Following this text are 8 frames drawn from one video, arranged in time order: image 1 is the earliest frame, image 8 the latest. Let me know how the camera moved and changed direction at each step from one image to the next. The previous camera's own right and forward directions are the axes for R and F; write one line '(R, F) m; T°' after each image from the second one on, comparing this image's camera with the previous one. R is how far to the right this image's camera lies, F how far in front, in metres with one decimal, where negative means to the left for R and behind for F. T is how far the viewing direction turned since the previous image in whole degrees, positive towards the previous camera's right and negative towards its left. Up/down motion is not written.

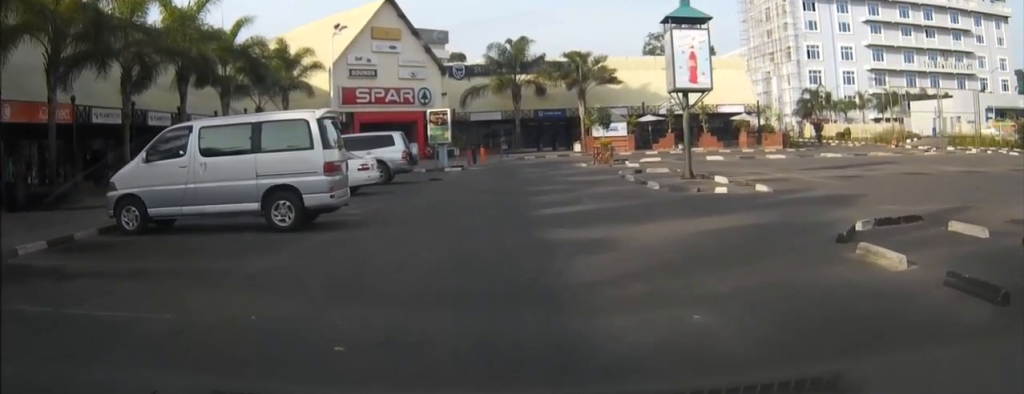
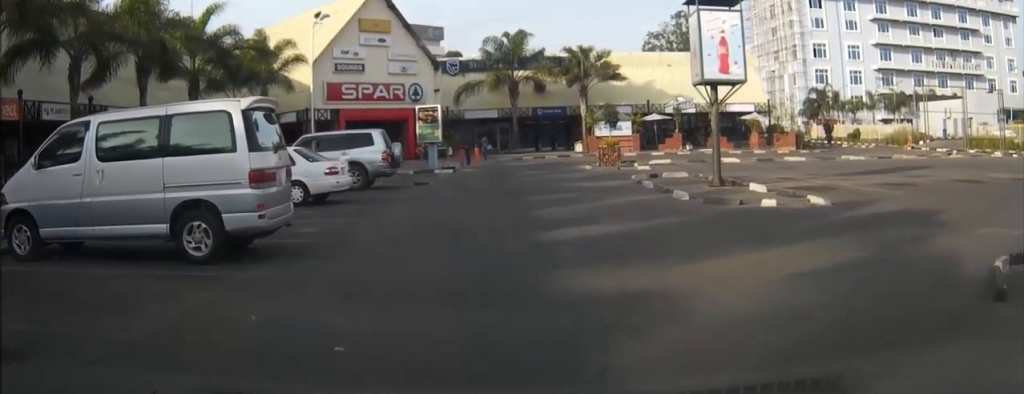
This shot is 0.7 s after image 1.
(0.0, +3.5) m; -1°
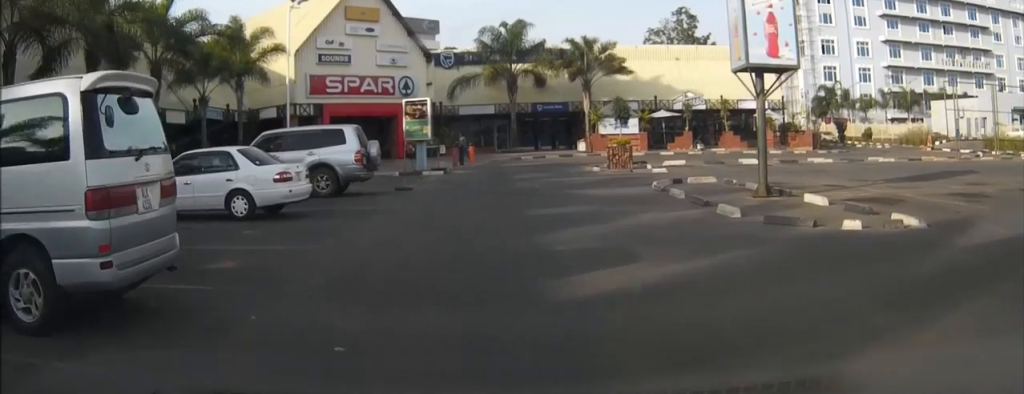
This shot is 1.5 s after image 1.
(-0.1, +3.8) m; 0°
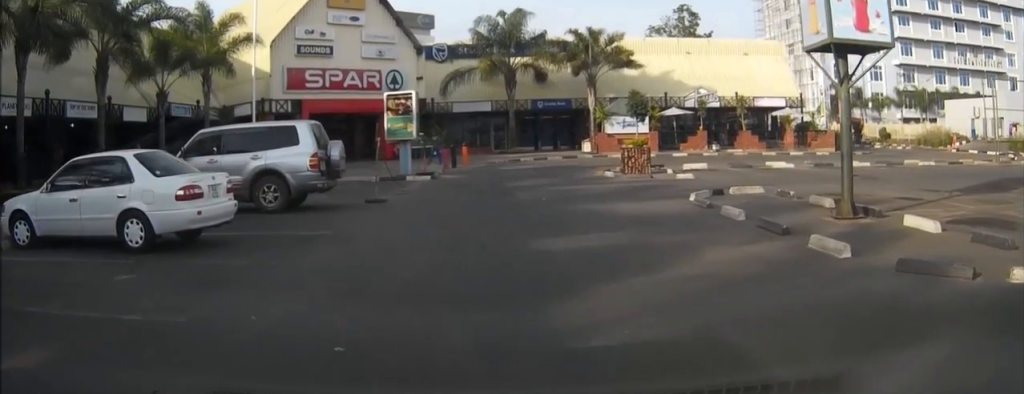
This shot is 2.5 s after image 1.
(+0.1, +4.3) m; +1°
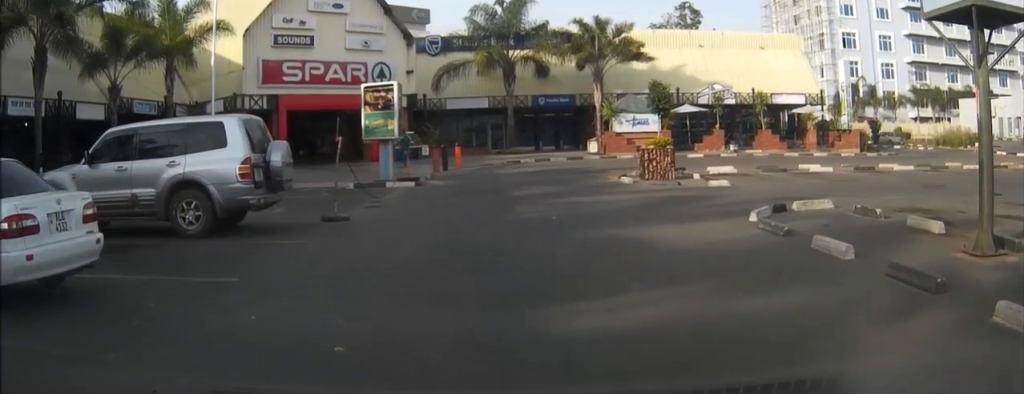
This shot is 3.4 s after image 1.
(0.0, +4.0) m; 0°
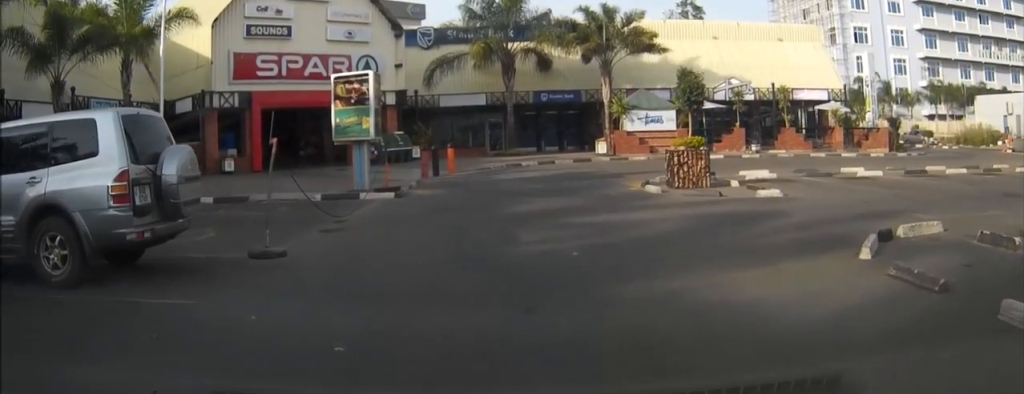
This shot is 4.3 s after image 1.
(0.0, +3.9) m; -1°
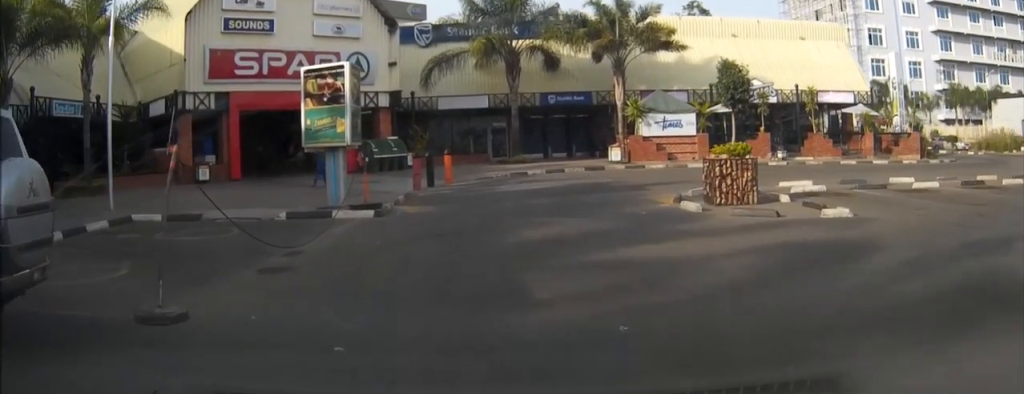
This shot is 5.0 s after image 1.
(-0.1, +3.2) m; -1°
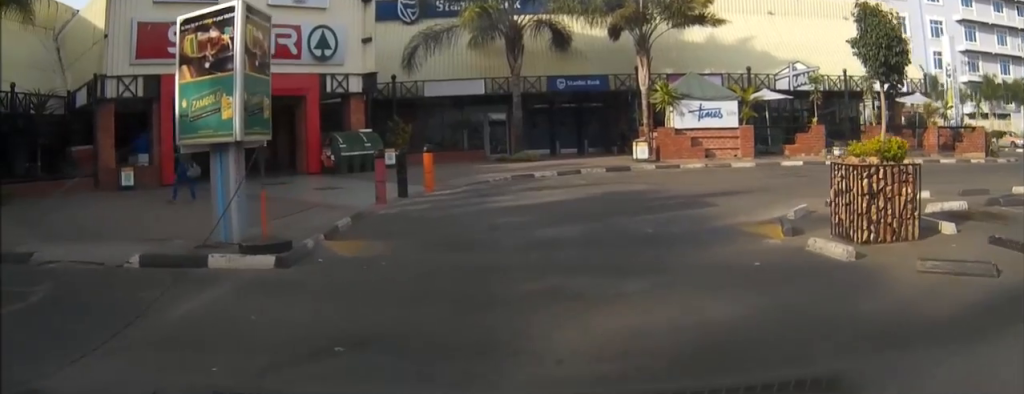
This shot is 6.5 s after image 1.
(0.0, +6.0) m; +1°
